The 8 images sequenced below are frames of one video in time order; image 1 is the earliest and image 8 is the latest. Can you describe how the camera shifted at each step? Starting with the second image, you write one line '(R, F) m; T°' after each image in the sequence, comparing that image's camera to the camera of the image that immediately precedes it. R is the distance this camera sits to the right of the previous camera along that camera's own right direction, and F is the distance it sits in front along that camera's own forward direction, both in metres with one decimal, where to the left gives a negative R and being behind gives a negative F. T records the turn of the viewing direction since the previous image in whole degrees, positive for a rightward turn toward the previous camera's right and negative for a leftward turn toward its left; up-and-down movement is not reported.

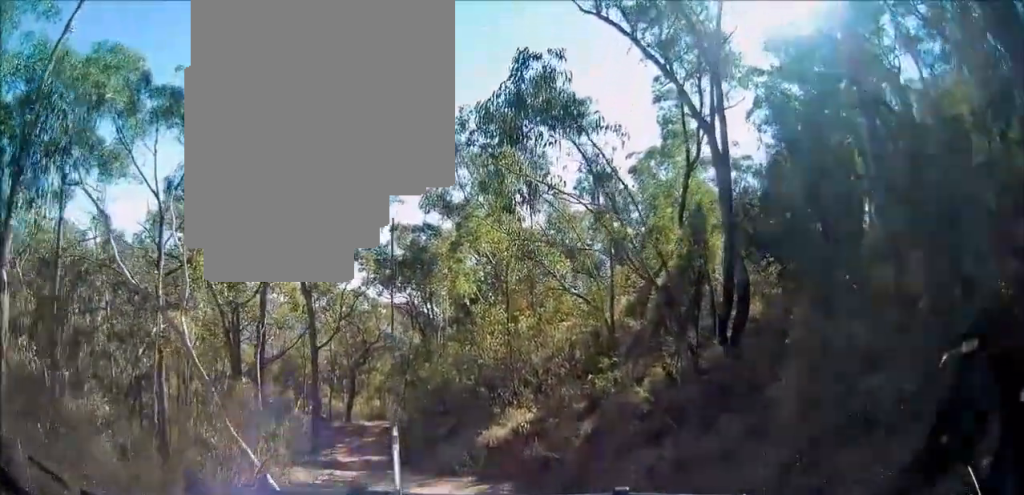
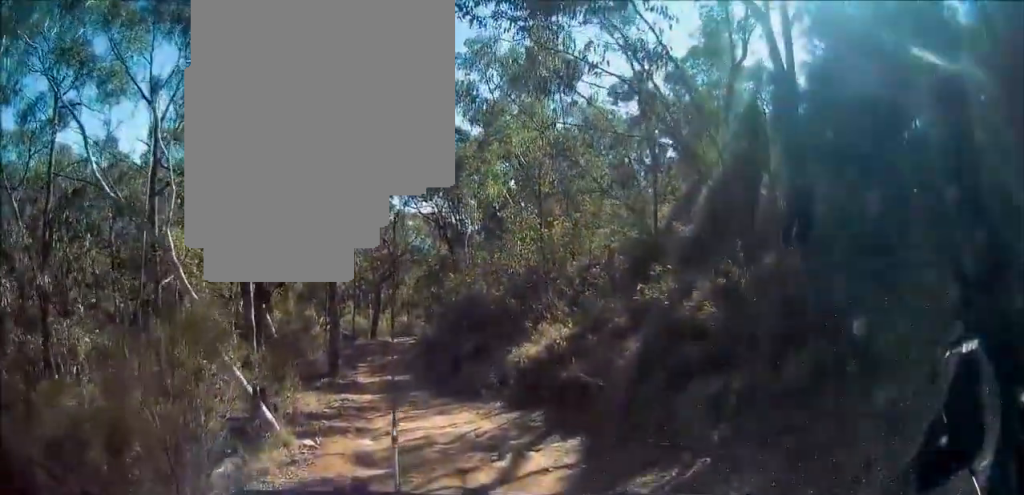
(-0.1, +1.6) m; -3°
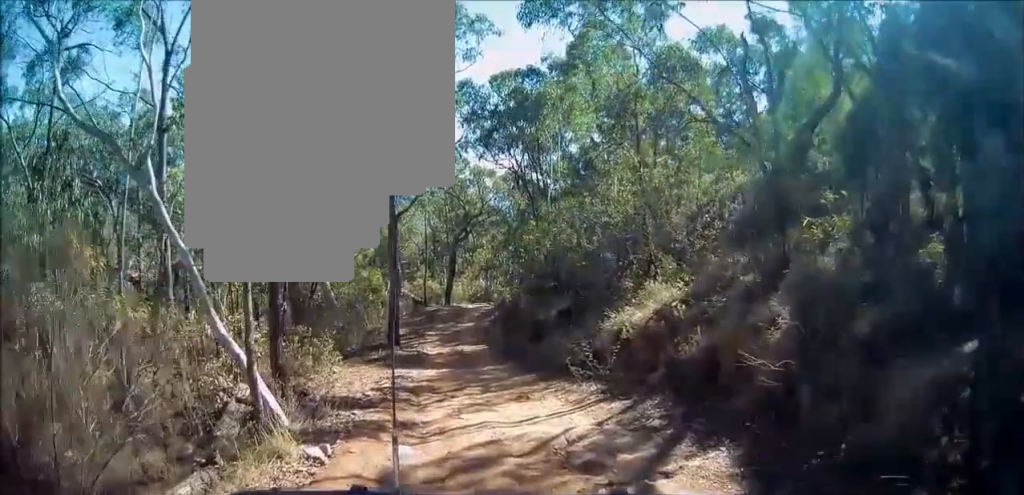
(-0.1, +2.9) m; -11°
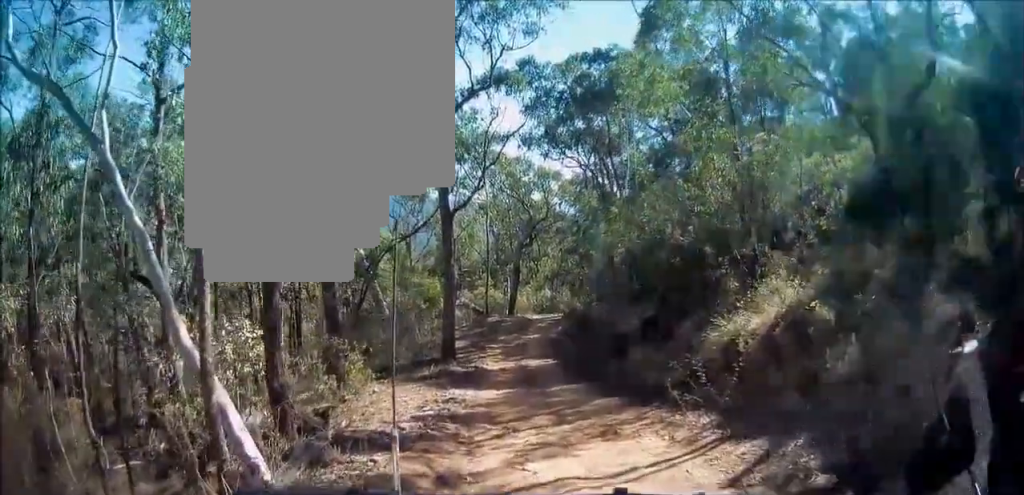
(-0.3, +2.3) m; -13°
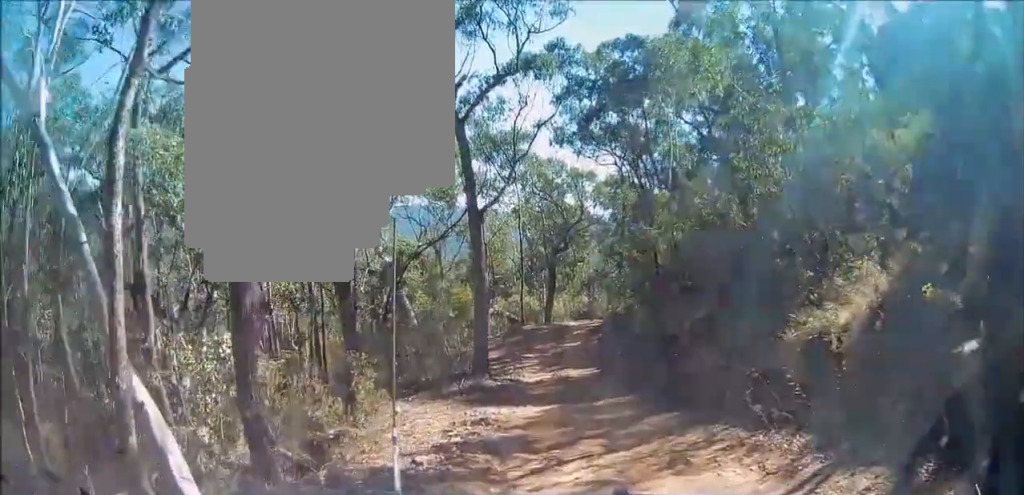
(-0.2, +1.6) m; -4°
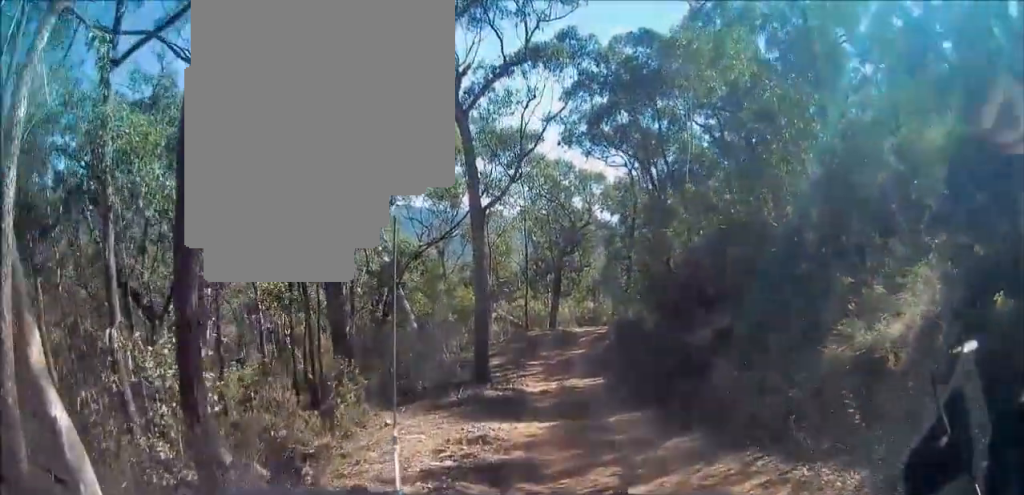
(+0.1, +1.2) m; +4°
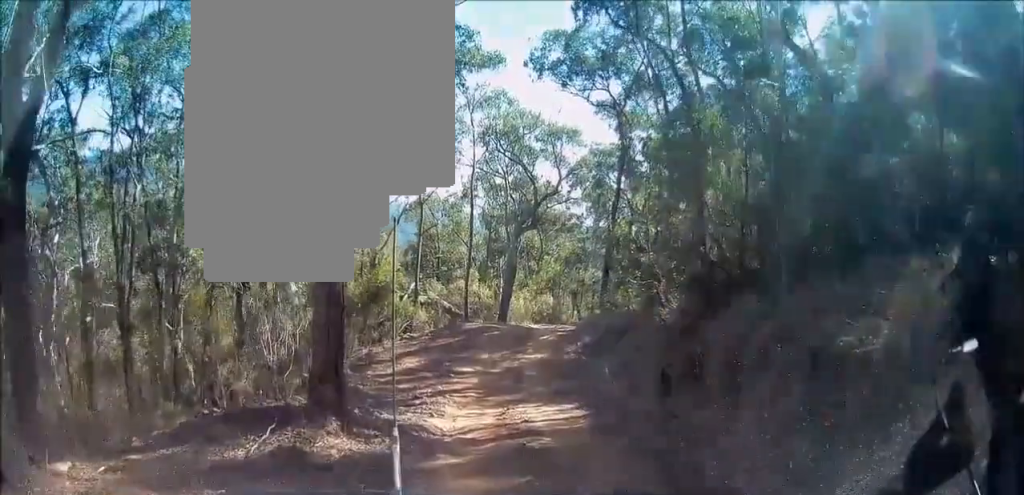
(+0.8, +8.0) m; +9°
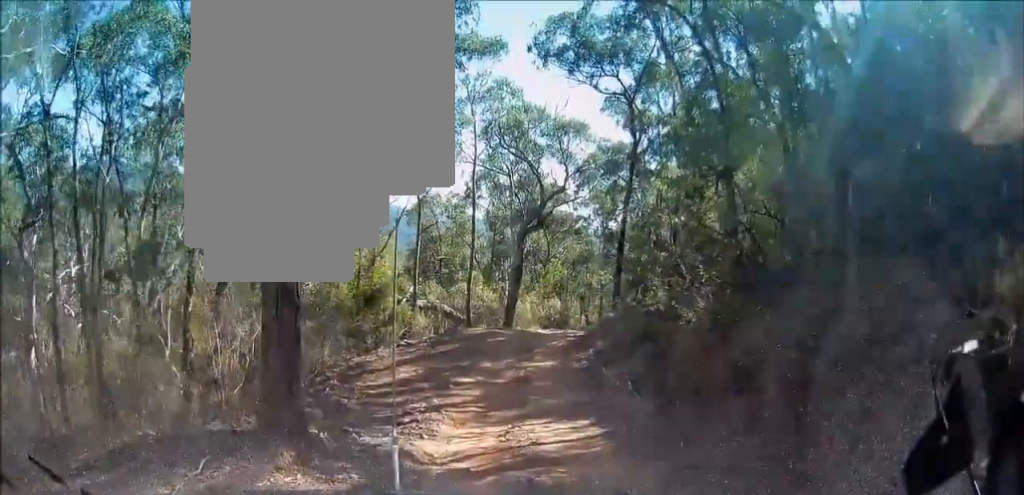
(+0.2, +1.5) m; +1°
